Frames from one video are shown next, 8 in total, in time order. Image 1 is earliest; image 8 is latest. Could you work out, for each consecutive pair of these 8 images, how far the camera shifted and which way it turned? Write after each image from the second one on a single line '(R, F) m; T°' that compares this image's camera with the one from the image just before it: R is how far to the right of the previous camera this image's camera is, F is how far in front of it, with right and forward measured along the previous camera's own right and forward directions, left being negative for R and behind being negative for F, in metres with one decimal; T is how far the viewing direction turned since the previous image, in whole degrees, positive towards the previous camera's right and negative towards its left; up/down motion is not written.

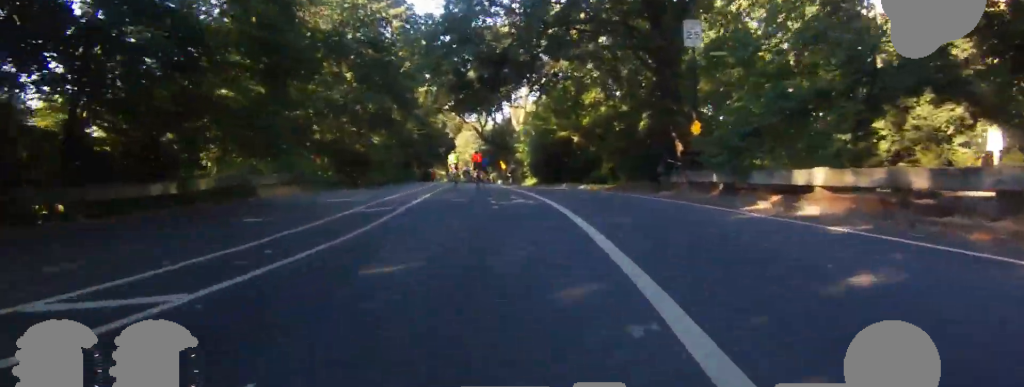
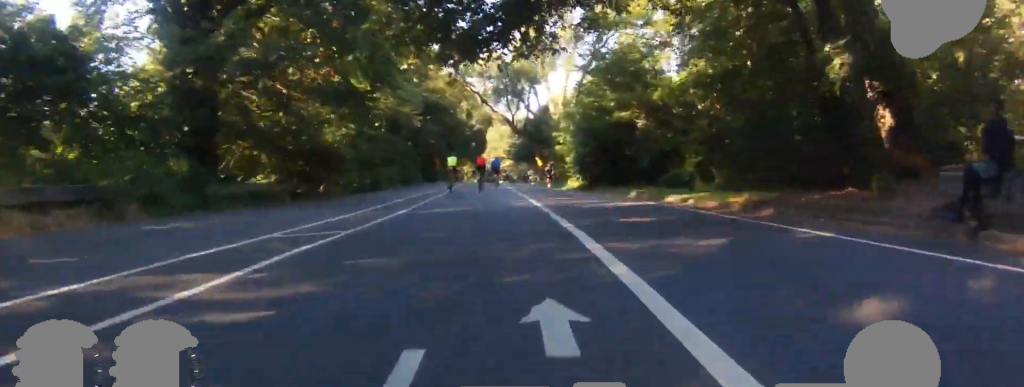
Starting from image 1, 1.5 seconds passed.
(0.0, +14.5) m; 0°
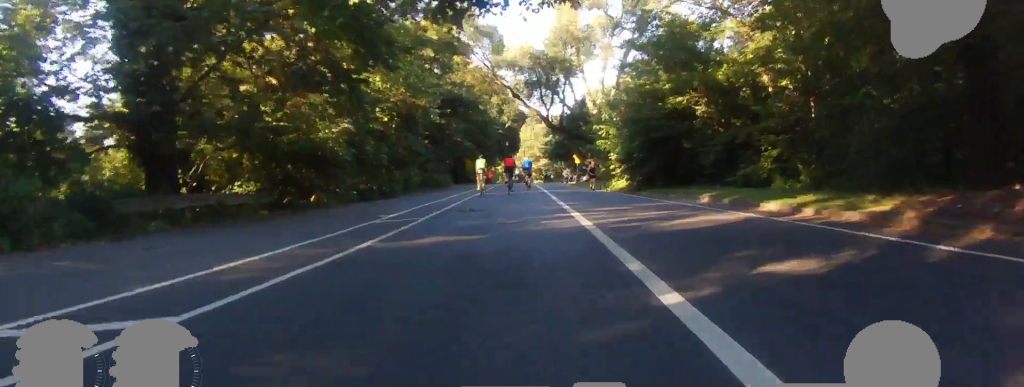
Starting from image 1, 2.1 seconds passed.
(0.0, +5.7) m; 0°
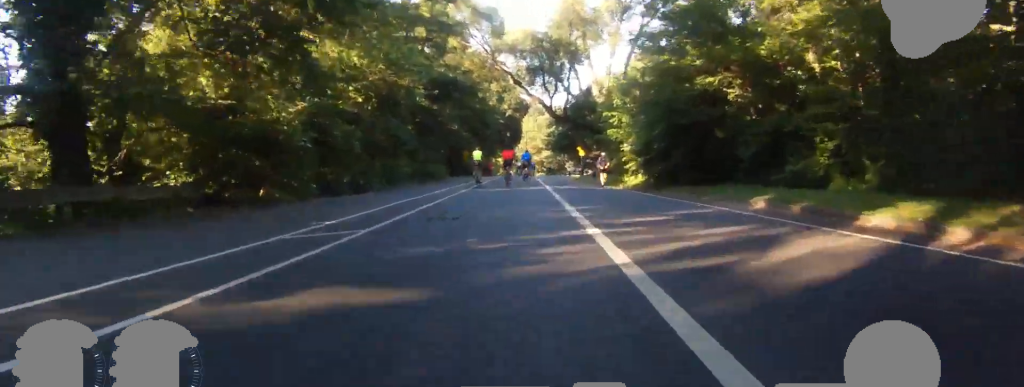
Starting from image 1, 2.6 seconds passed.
(0.0, +4.8) m; 0°
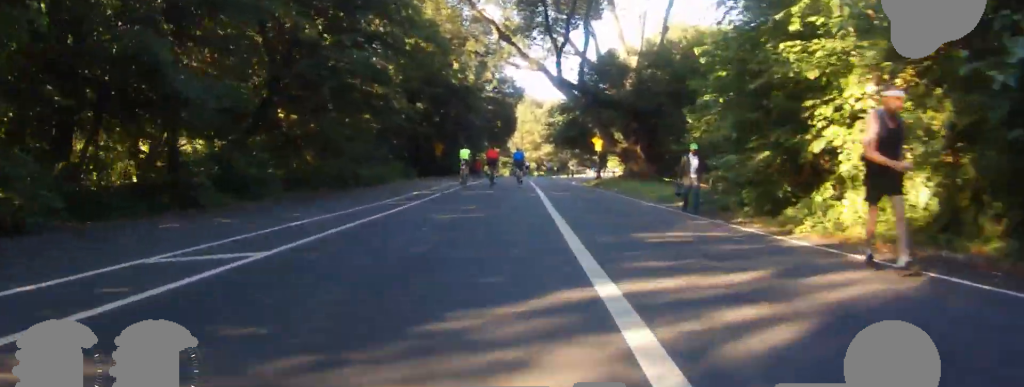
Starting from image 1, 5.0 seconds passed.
(+0.5, +22.4) m; +5°
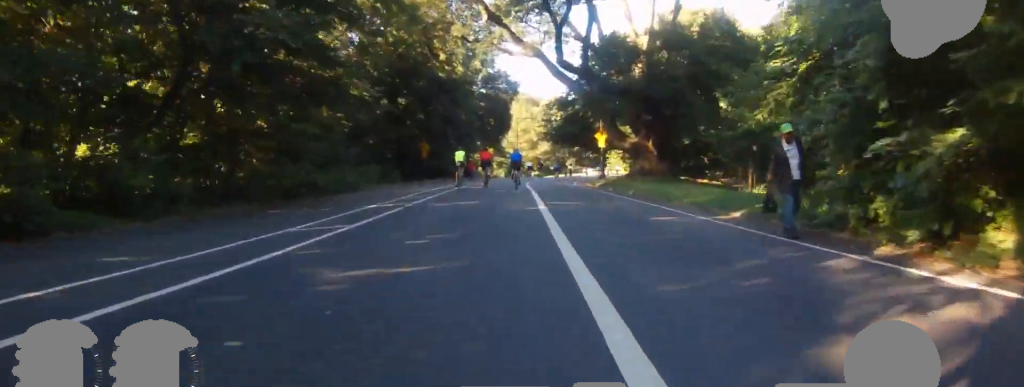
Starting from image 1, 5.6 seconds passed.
(+0.1, +5.8) m; +2°
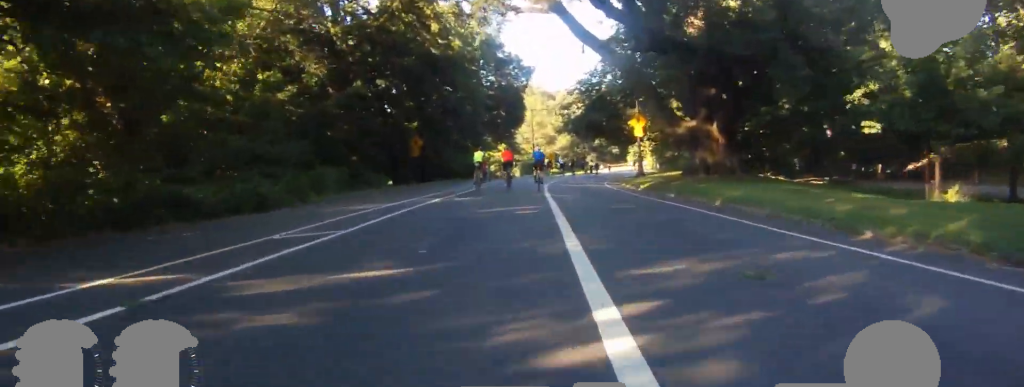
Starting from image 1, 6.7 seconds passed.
(+0.3, +10.5) m; +1°
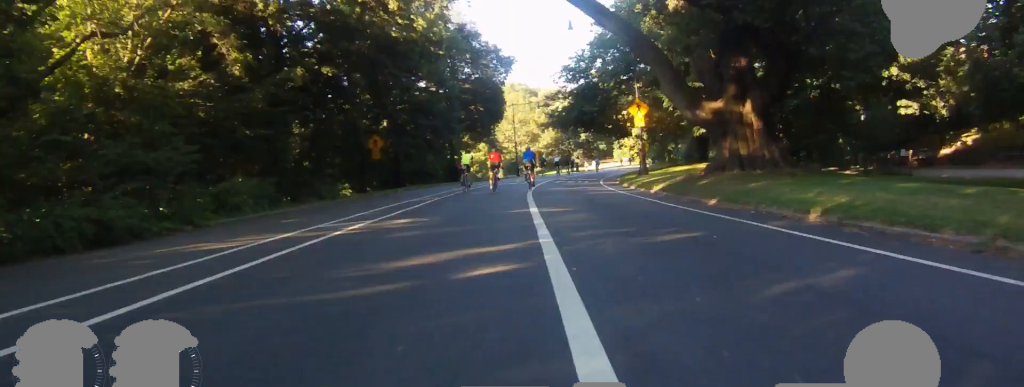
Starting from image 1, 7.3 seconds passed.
(+0.1, +6.4) m; -1°
